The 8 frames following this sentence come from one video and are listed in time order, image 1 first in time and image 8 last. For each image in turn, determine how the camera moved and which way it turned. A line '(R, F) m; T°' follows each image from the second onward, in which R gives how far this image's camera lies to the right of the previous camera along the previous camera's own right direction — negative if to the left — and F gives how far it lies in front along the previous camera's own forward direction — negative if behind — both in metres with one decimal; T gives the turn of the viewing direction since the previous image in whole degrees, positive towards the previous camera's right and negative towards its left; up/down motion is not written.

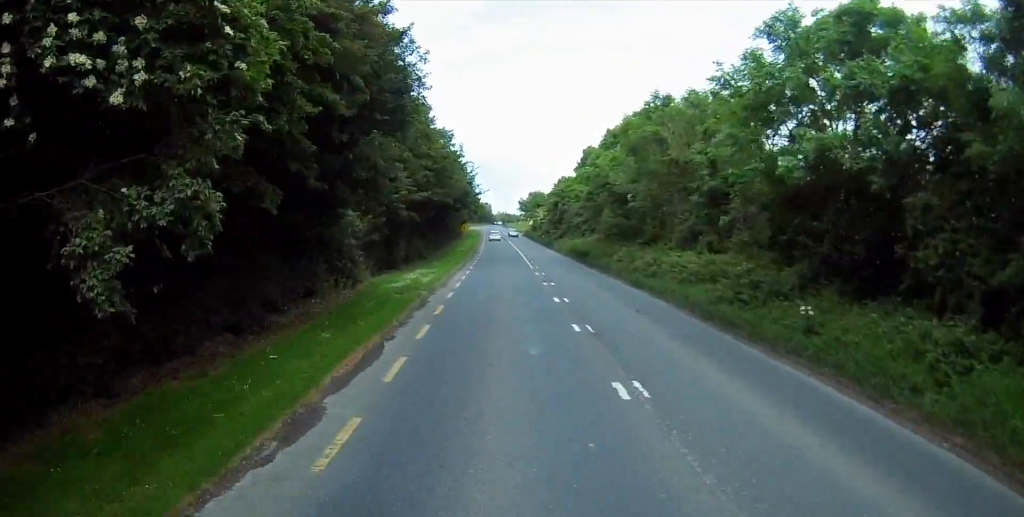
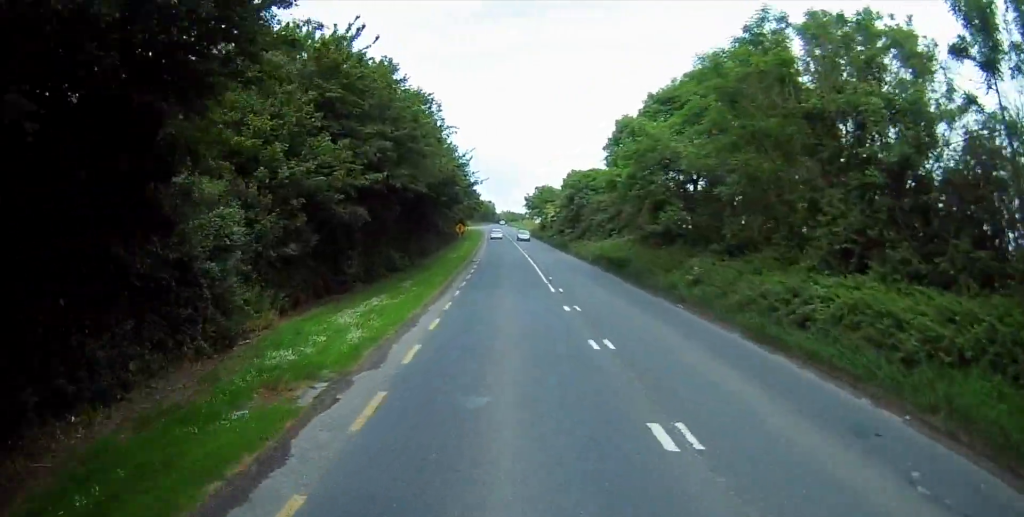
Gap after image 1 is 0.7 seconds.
(+0.1, +14.3) m; 0°
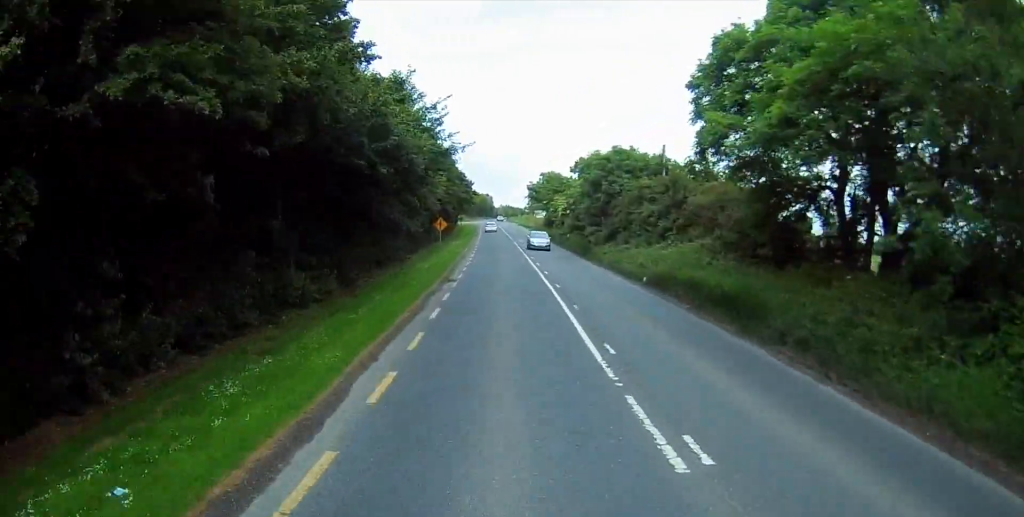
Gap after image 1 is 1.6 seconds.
(-0.4, +18.2) m; -1°
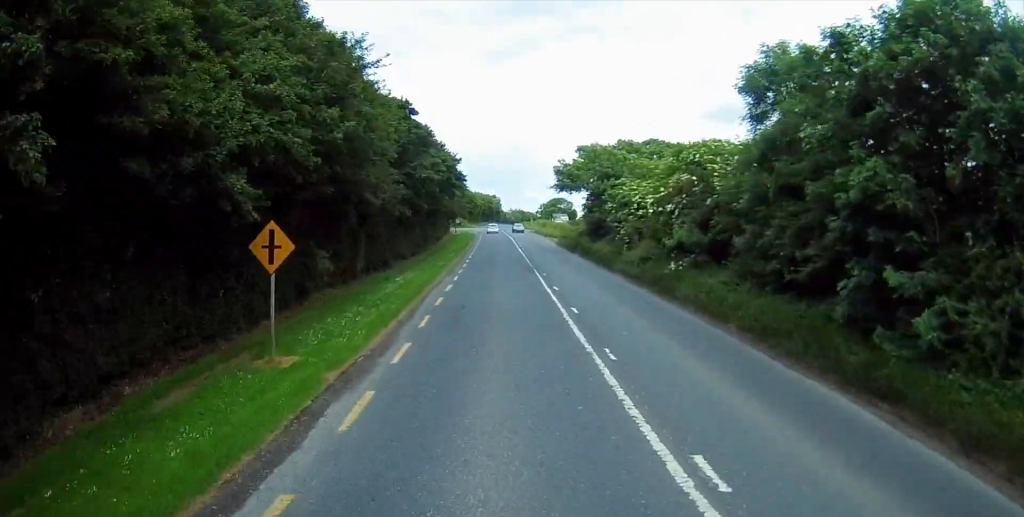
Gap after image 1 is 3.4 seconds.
(+0.4, +35.8) m; 0°
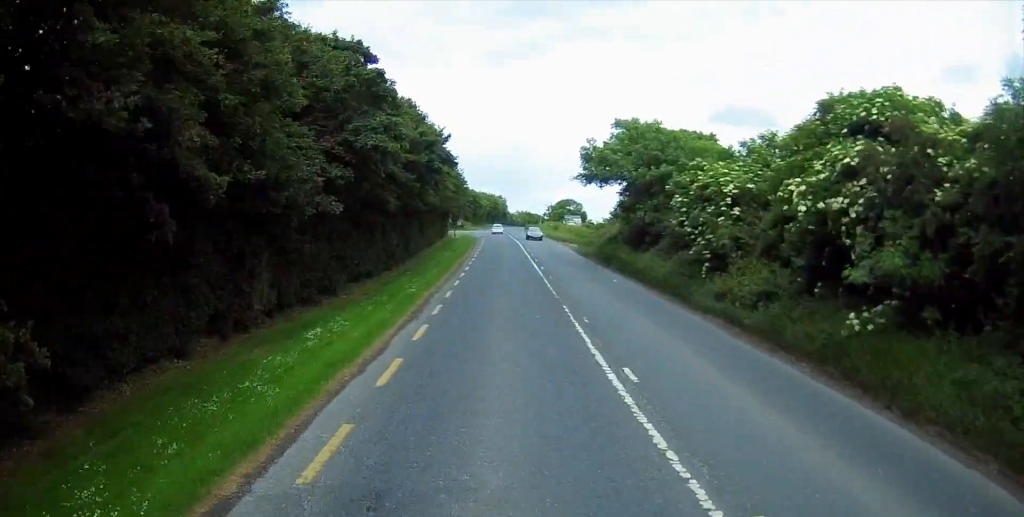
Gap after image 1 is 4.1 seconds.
(-0.2, +13.2) m; 0°
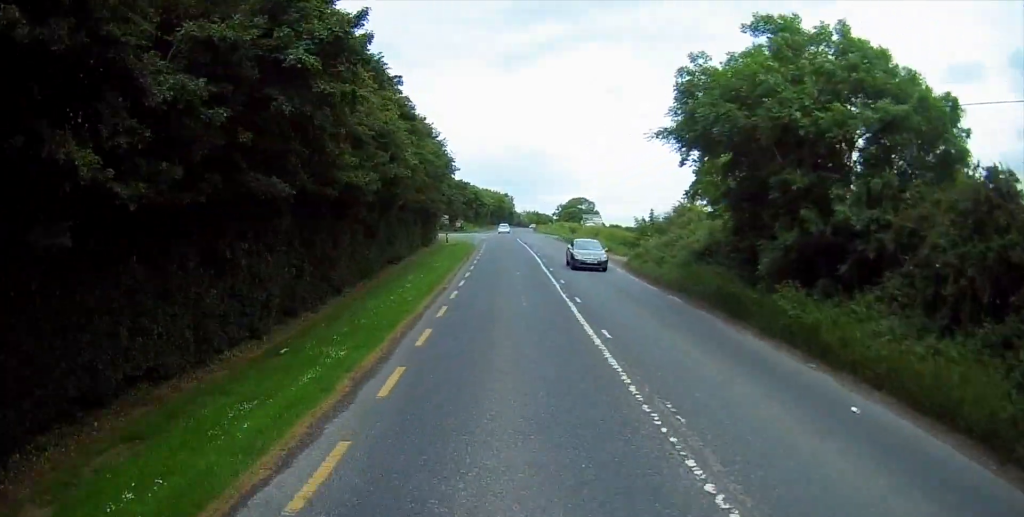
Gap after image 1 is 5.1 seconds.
(0.0, +20.0) m; 0°
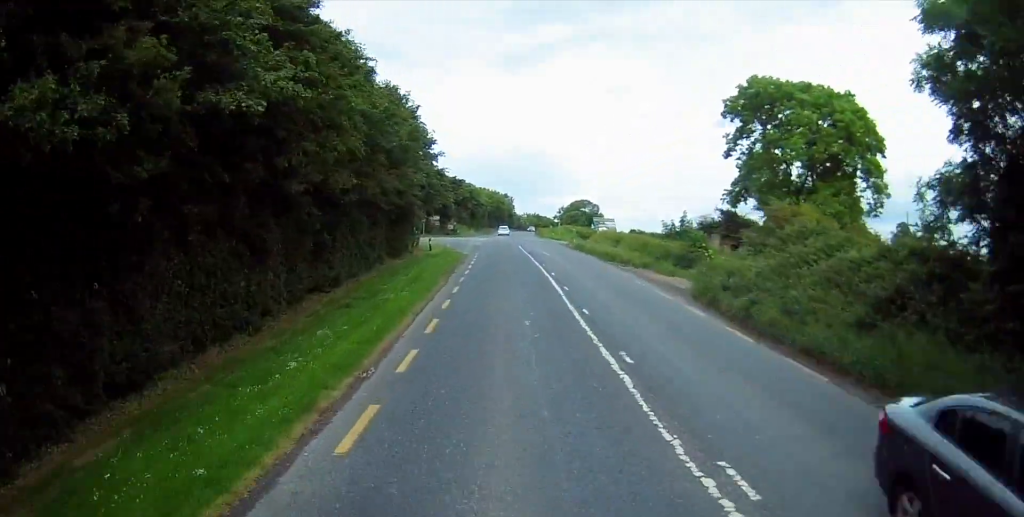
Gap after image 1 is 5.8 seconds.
(0.0, +14.1) m; -1°
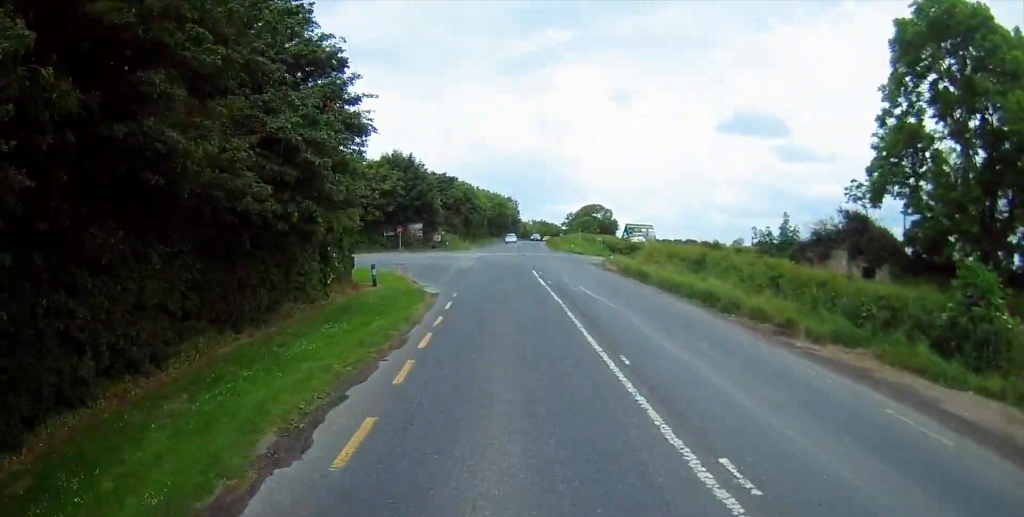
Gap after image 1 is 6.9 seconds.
(-0.4, +23.3) m; -1°
